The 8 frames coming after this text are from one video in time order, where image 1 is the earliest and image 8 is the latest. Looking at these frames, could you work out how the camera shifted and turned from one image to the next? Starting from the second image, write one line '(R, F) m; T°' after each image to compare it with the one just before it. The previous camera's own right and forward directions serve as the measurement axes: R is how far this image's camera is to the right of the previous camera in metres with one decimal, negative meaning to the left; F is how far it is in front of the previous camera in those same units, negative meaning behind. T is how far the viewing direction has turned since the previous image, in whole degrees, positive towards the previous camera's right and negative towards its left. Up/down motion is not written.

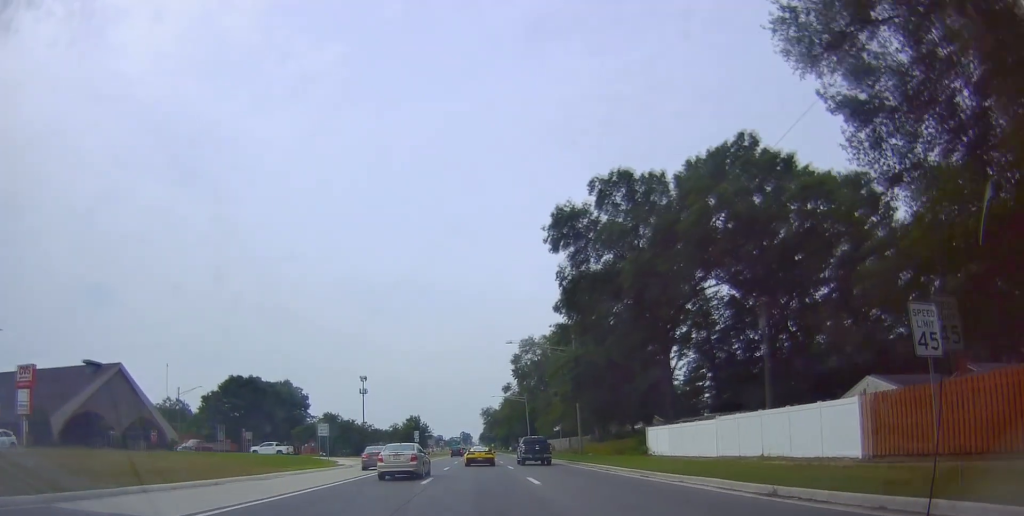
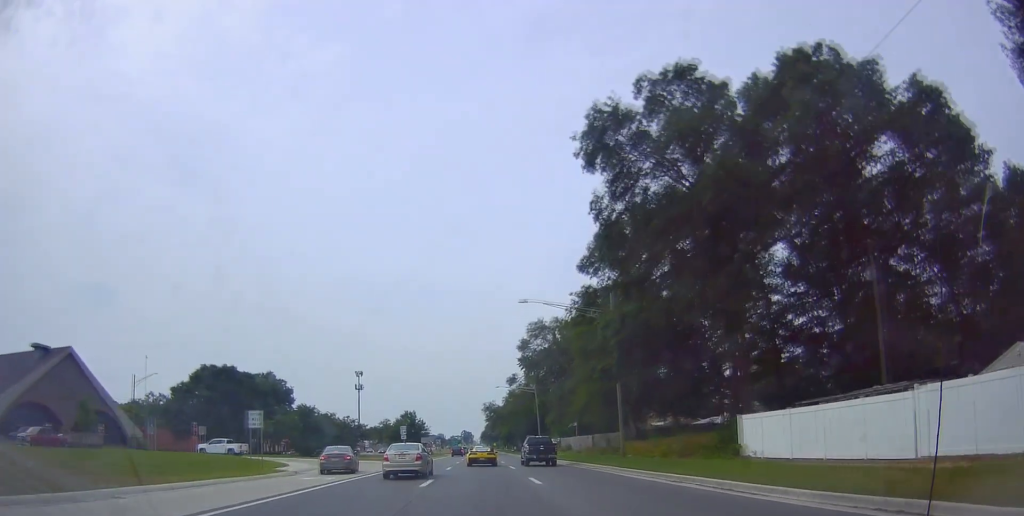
(+0.1, +13.9) m; 0°
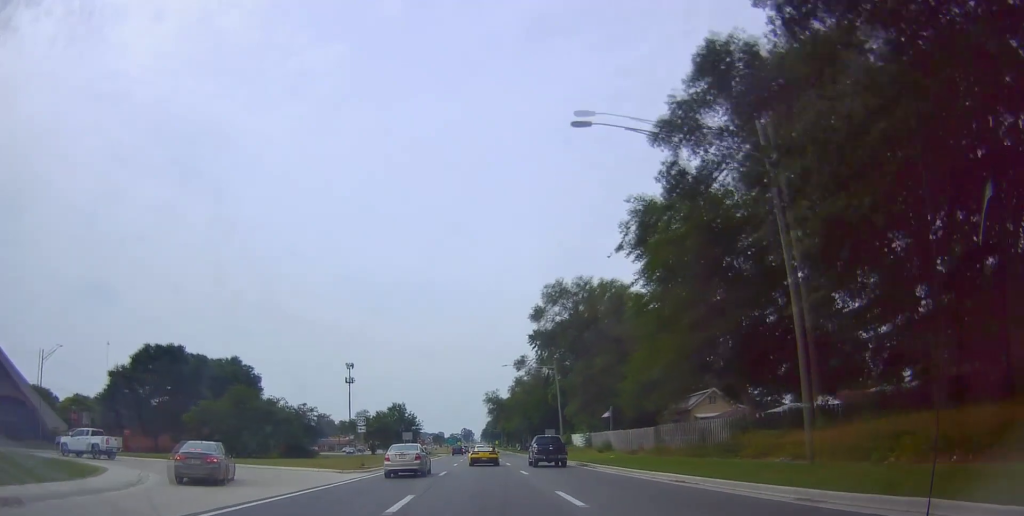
(-0.4, +21.0) m; -1°
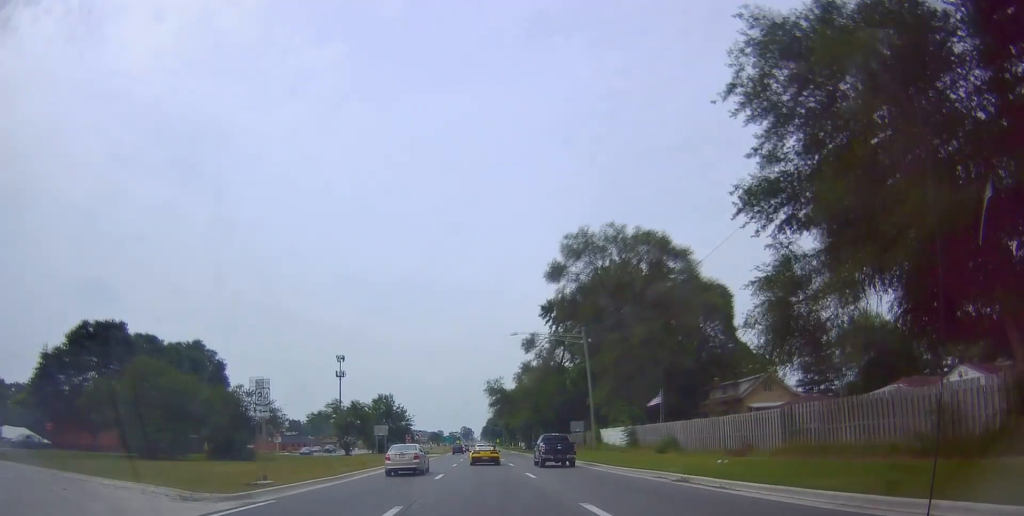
(0.0, +17.0) m; 0°
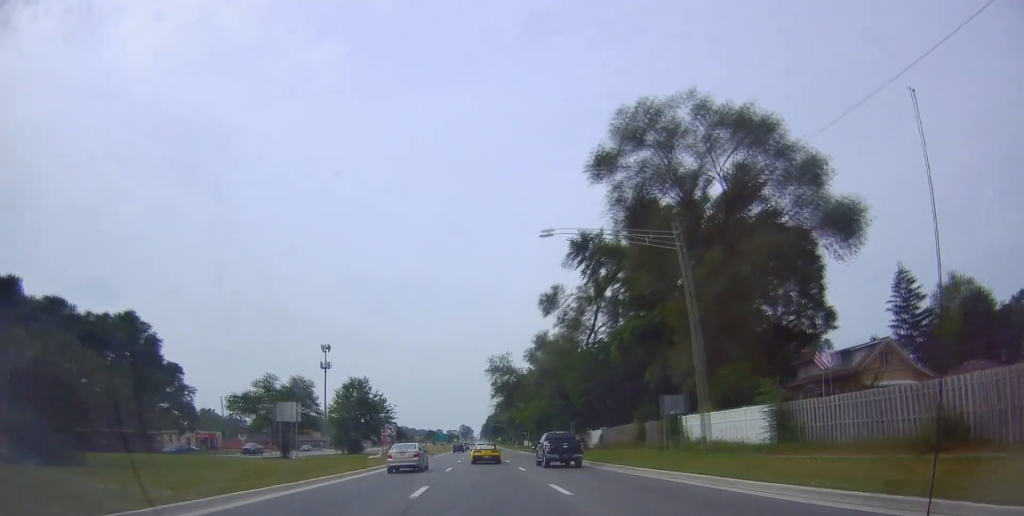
(+0.1, +22.5) m; +2°
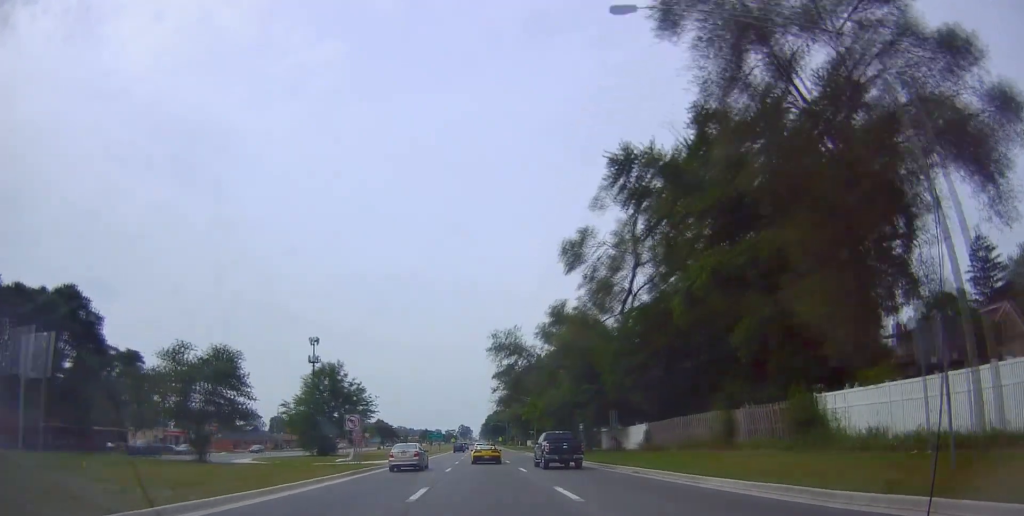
(+0.4, +15.1) m; 0°
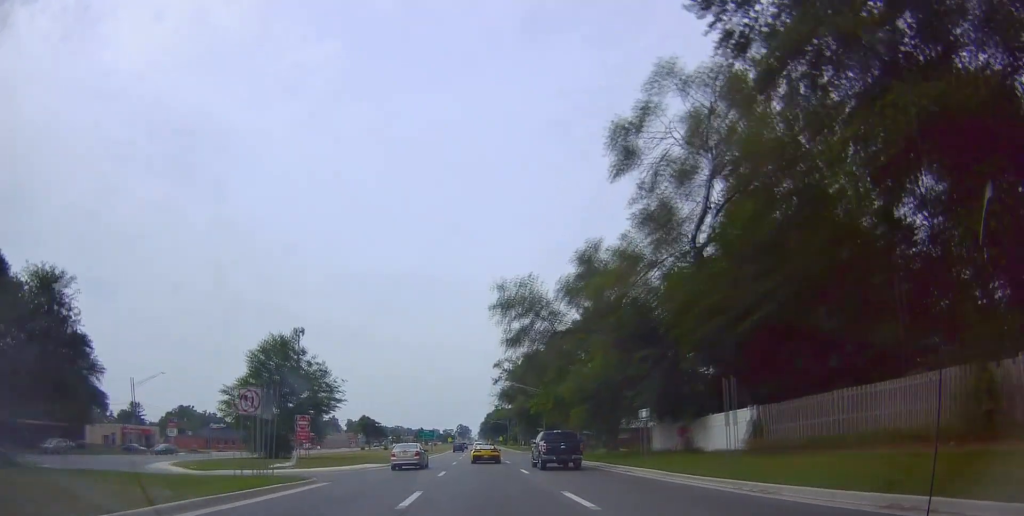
(-0.1, +16.8) m; -2°
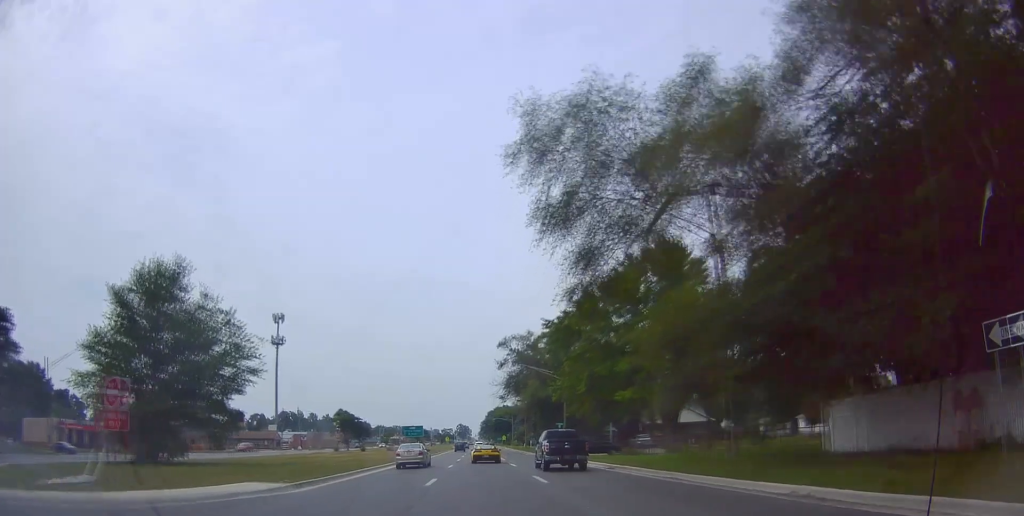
(-0.8, +22.4) m; -4°
